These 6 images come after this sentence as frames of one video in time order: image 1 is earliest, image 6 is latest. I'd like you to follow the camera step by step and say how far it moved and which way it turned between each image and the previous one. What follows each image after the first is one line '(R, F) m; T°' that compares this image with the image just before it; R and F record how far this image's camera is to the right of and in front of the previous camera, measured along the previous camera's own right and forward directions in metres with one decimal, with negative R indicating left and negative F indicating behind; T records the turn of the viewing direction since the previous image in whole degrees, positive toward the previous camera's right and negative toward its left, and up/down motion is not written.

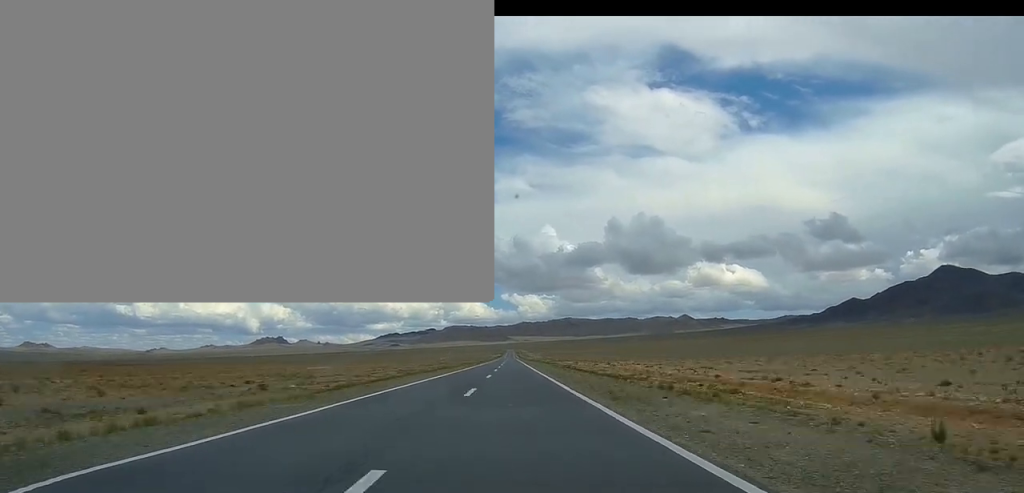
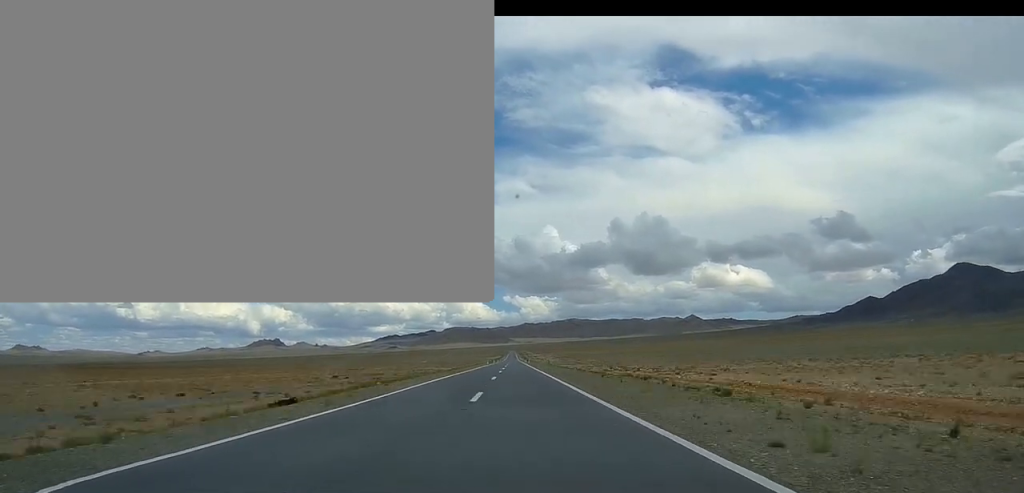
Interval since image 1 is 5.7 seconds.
(+0.1, +148.5) m; 0°
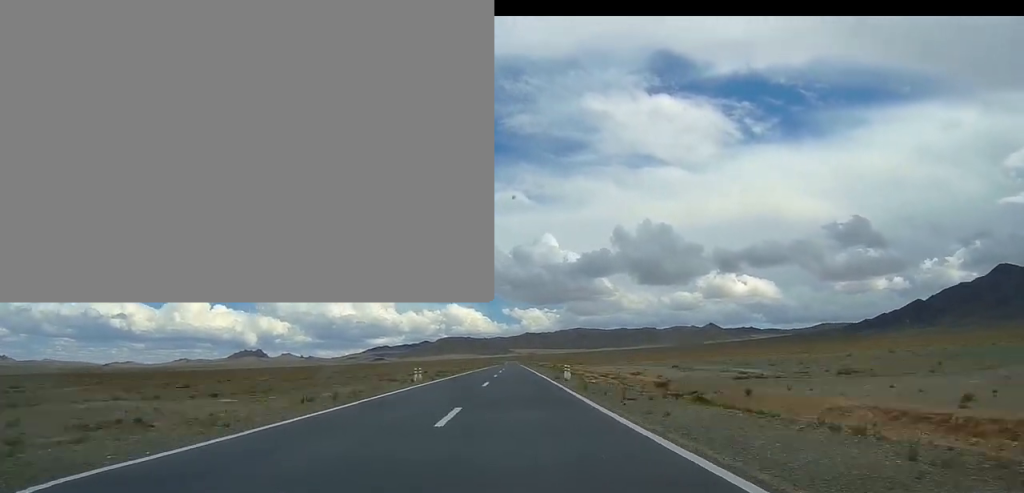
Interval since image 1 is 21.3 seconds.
(-0.3, +411.9) m; 0°
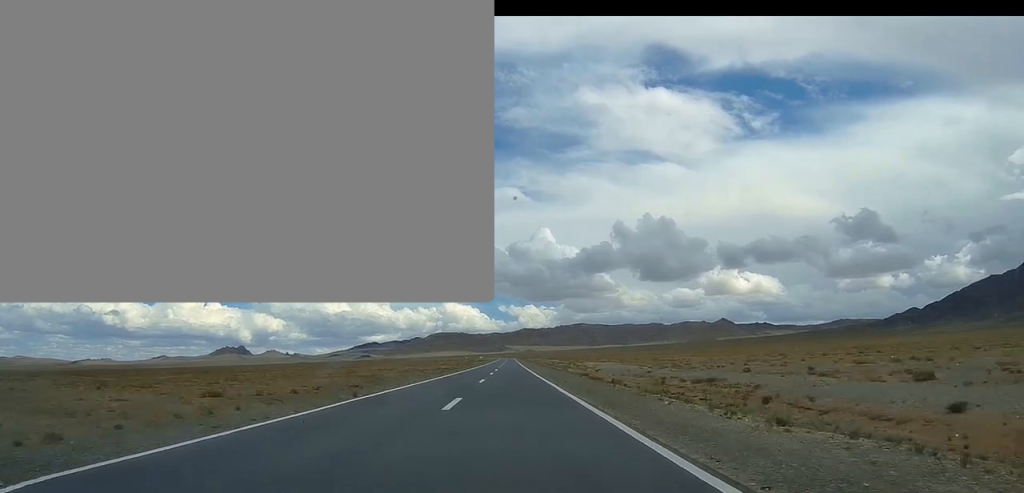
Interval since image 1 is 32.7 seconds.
(+0.5, +297.2) m; -1°
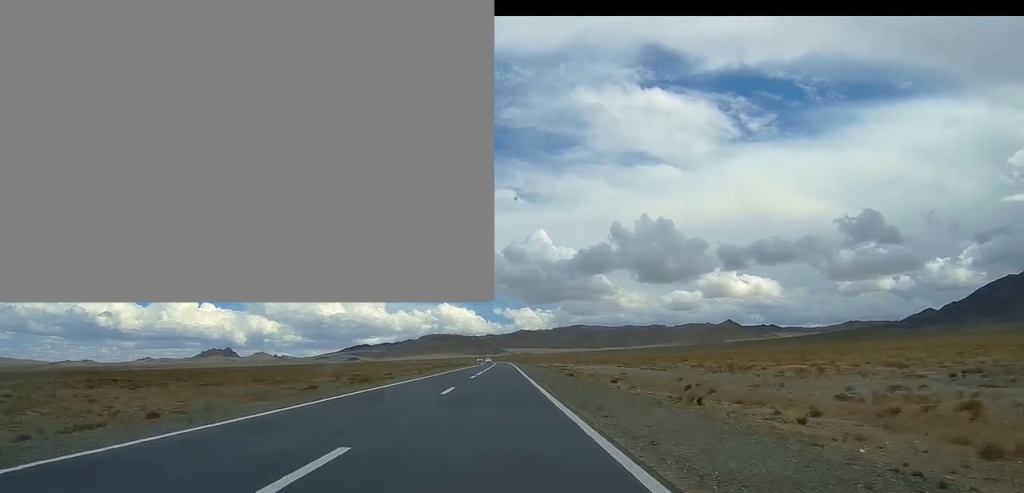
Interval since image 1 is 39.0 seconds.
(-2.1, +165.3) m; -3°
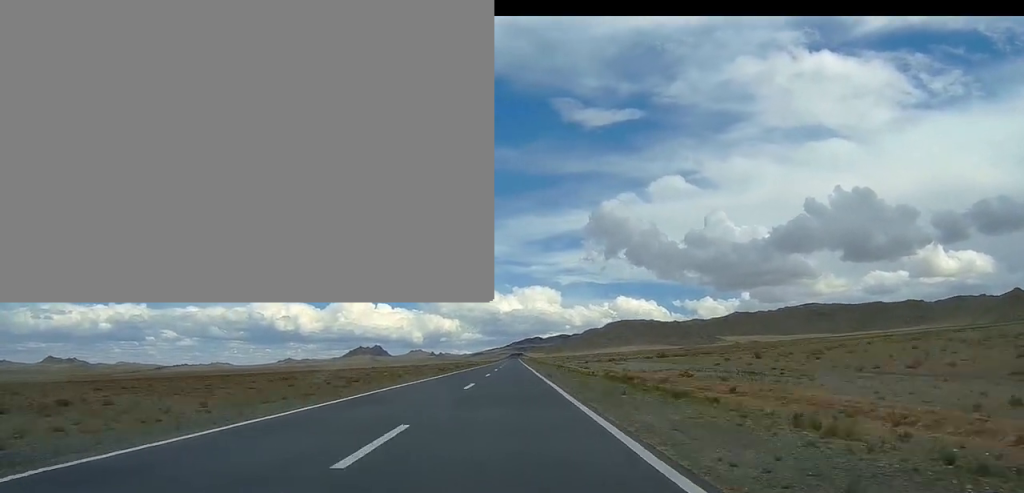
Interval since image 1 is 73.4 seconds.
(-133.8, +874.2) m; -12°
